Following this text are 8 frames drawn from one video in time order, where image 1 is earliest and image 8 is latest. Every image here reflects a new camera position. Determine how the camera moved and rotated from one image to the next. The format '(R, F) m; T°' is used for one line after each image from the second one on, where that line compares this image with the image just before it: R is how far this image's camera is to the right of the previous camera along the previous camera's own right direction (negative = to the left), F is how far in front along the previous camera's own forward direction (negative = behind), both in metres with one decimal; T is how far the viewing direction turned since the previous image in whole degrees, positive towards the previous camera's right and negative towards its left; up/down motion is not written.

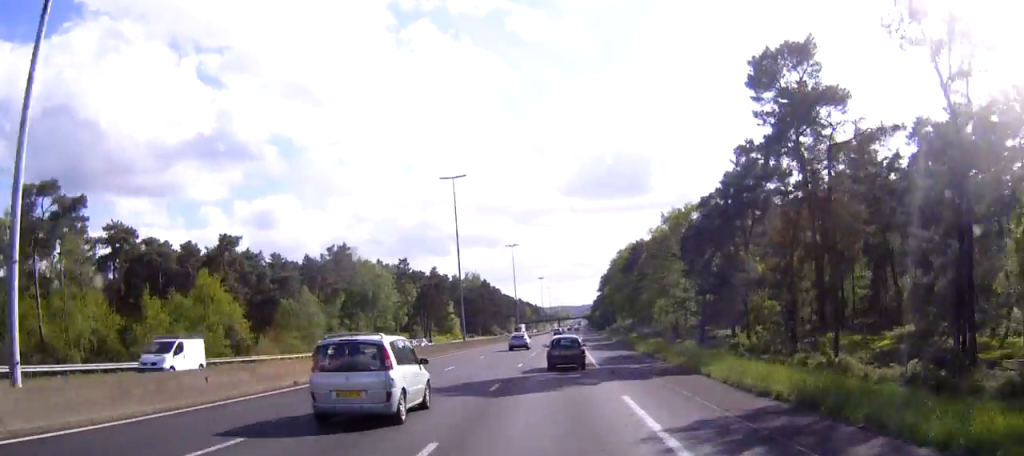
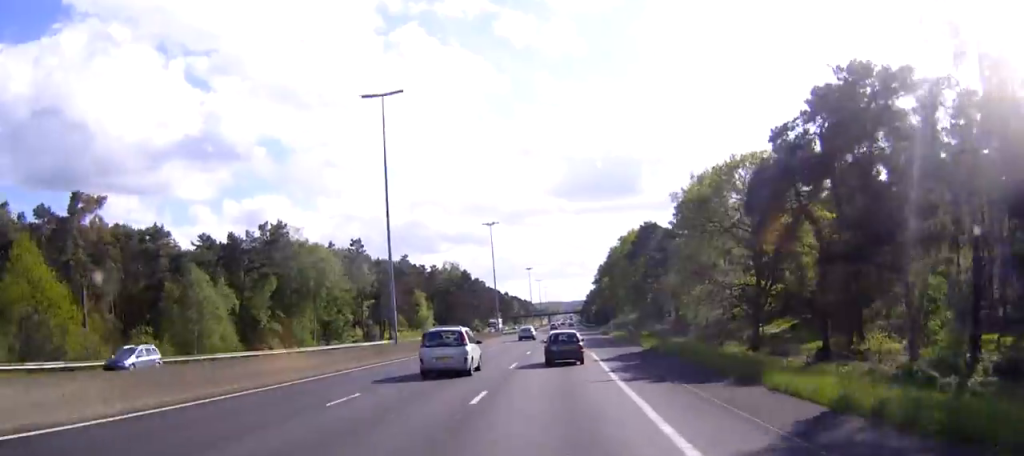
(+0.1, +31.3) m; +1°
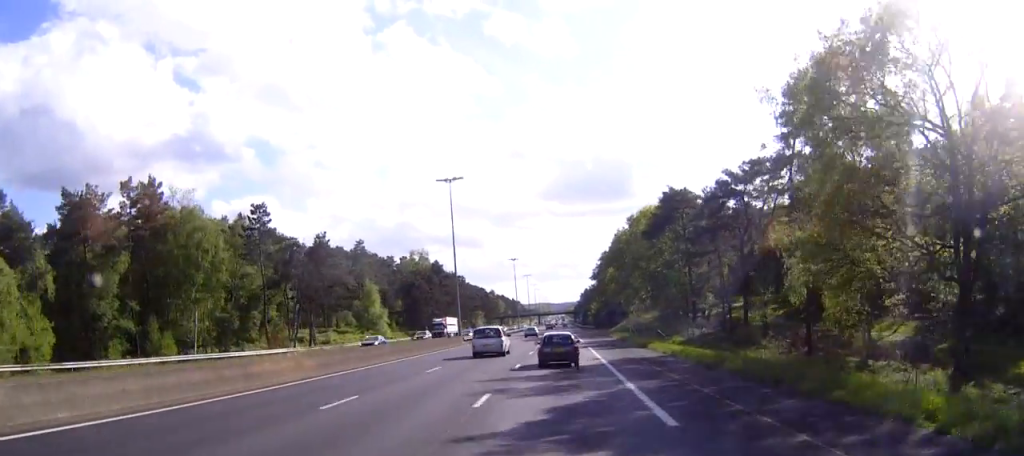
(+0.4, +40.2) m; +1°
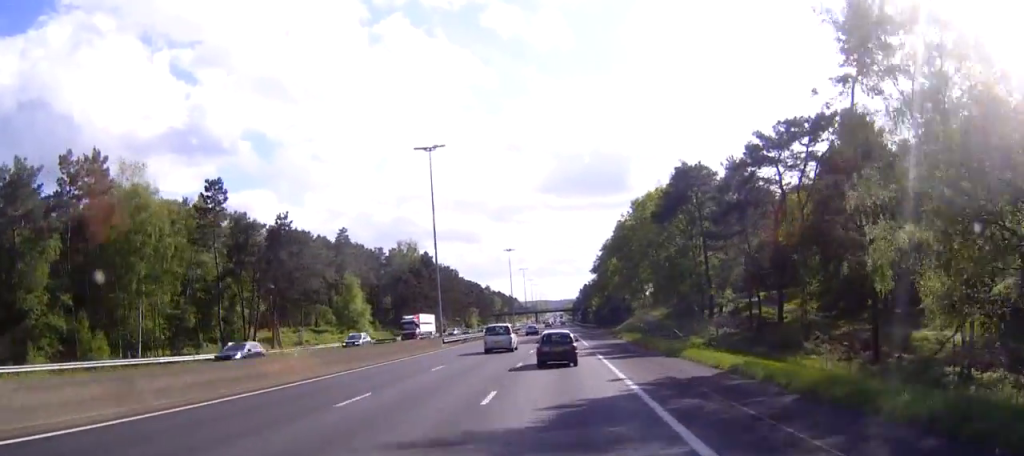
(0.0, +12.2) m; 0°
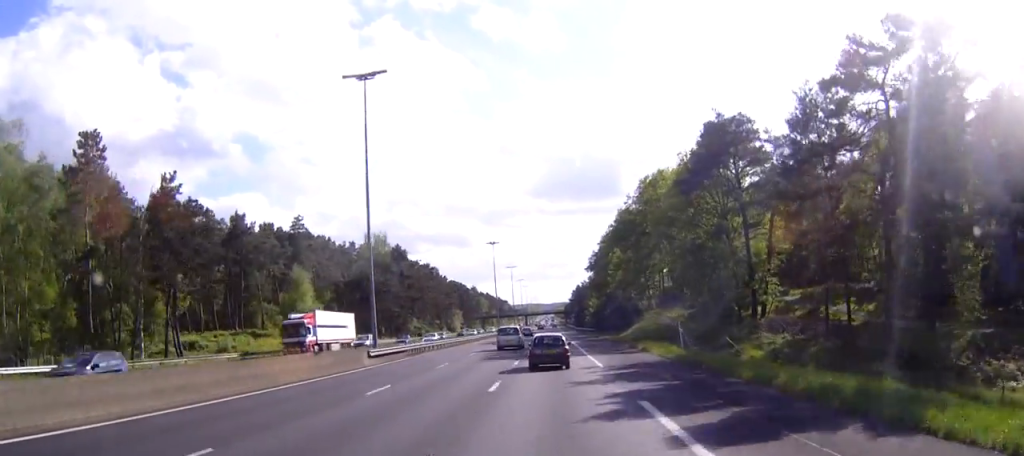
(+0.1, +22.6) m; 0°
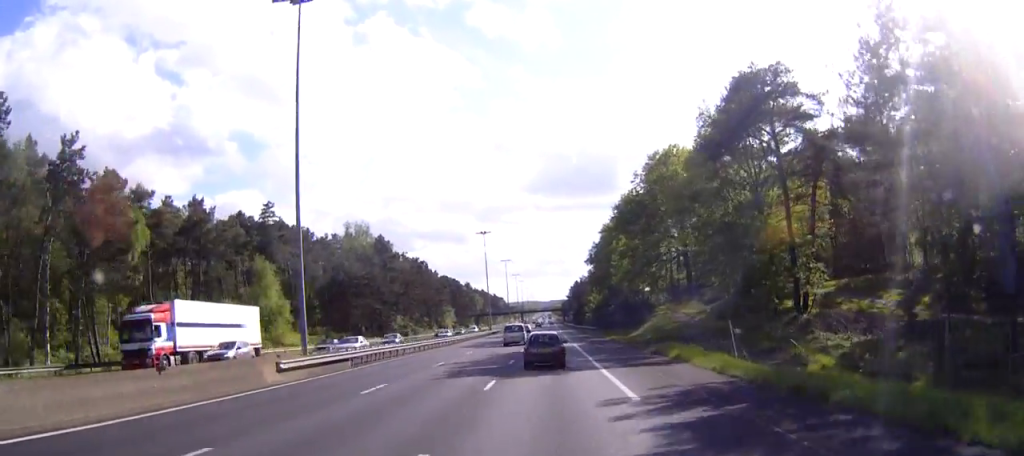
(0.0, +12.9) m; 0°
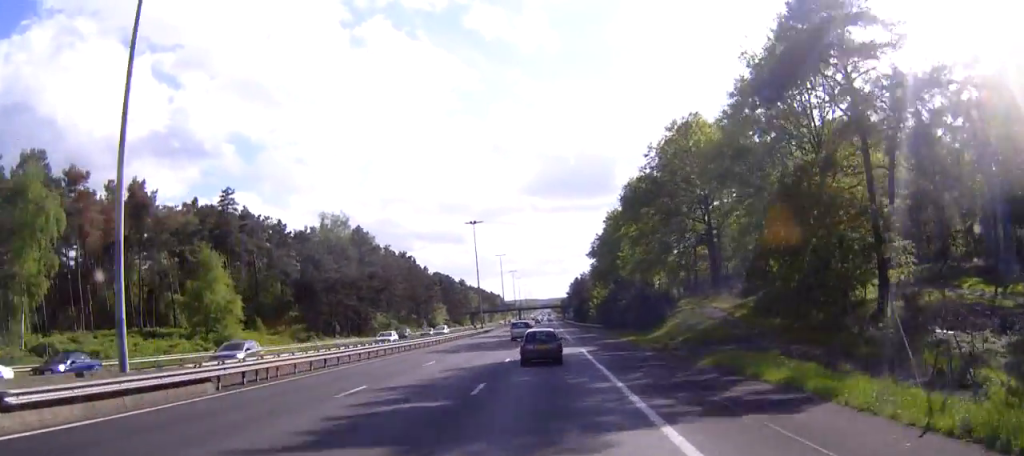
(+0.1, +15.2) m; 0°
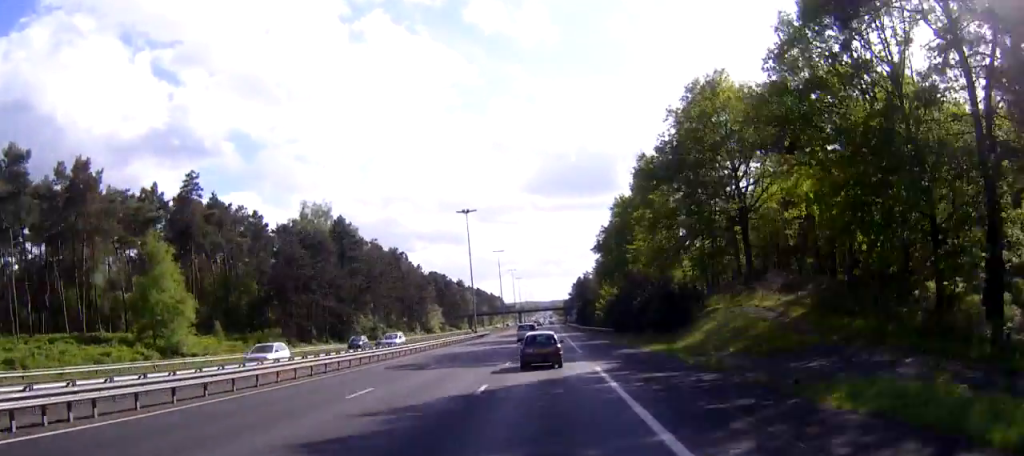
(0.0, +12.0) m; 0°
